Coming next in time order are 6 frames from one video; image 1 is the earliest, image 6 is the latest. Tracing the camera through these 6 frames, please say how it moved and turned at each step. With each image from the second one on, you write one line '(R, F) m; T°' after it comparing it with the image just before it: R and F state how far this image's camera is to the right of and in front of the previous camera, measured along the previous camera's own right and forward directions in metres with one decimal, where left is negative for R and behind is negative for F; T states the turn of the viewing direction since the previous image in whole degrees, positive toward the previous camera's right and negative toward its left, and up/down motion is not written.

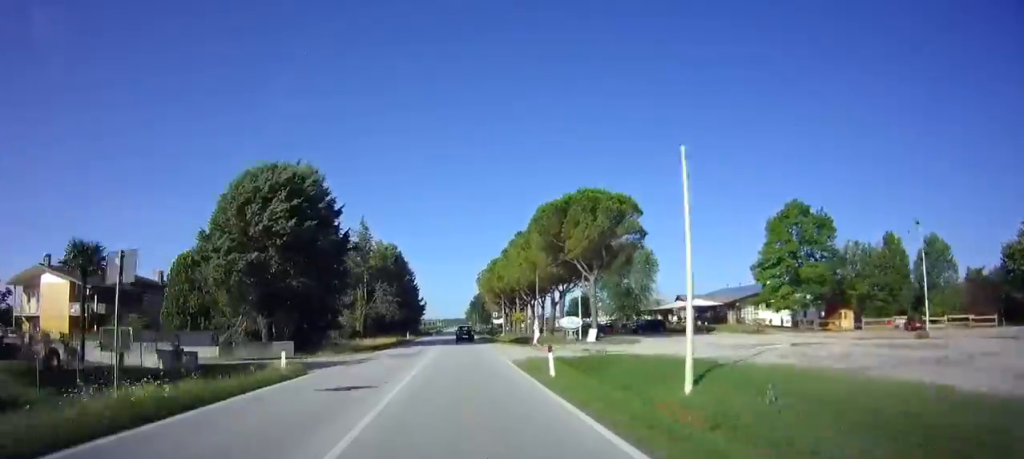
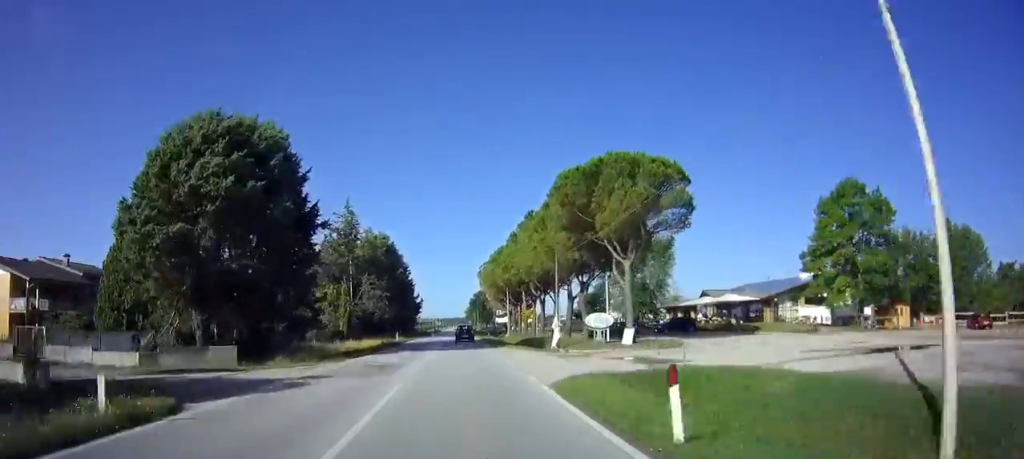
(0.0, +8.8) m; 0°
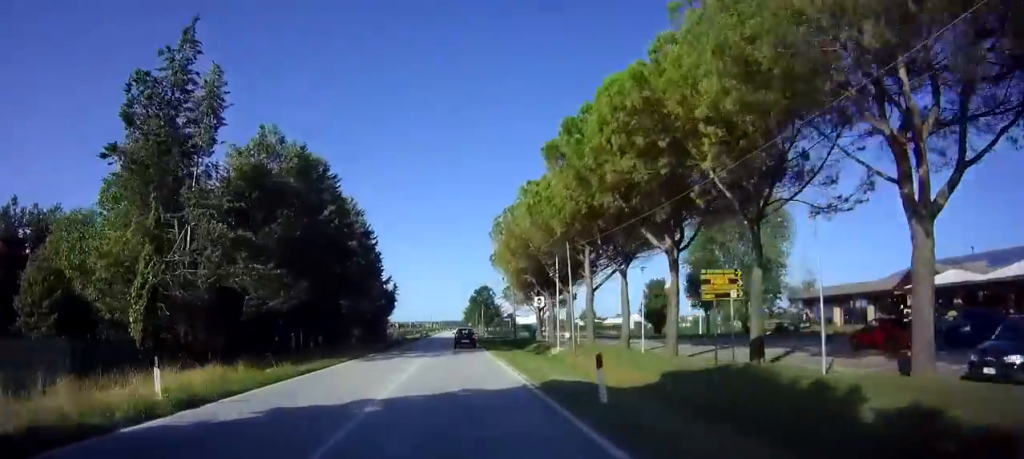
(-0.1, +37.5) m; 0°
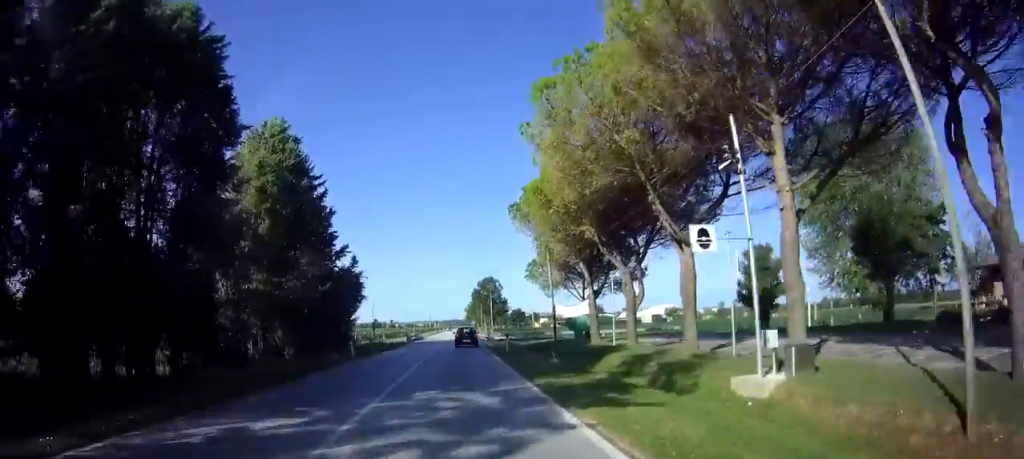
(+0.1, +23.9) m; 0°
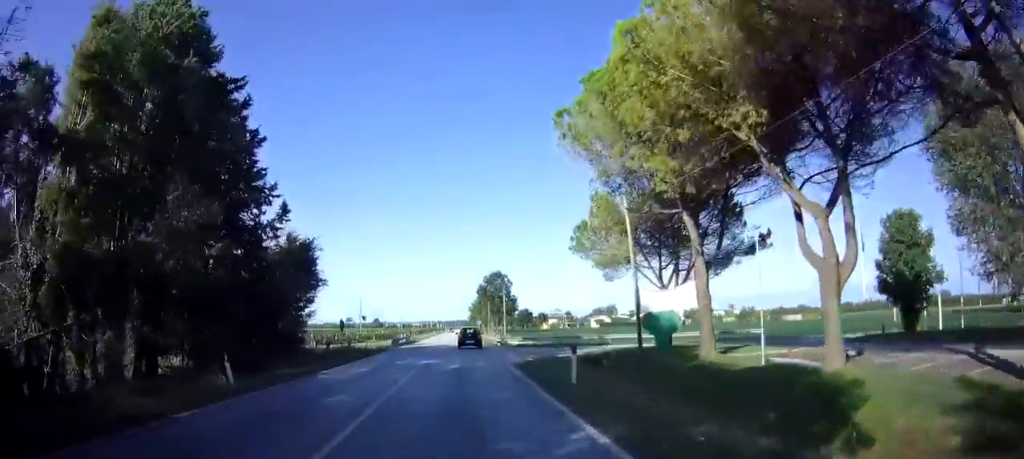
(0.0, +15.6) m; 0°
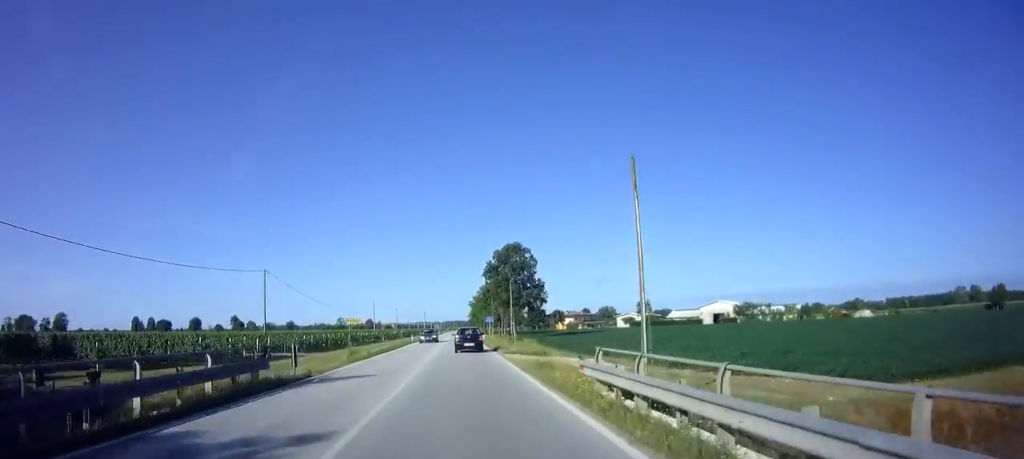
(+0.1, +42.6) m; 0°
